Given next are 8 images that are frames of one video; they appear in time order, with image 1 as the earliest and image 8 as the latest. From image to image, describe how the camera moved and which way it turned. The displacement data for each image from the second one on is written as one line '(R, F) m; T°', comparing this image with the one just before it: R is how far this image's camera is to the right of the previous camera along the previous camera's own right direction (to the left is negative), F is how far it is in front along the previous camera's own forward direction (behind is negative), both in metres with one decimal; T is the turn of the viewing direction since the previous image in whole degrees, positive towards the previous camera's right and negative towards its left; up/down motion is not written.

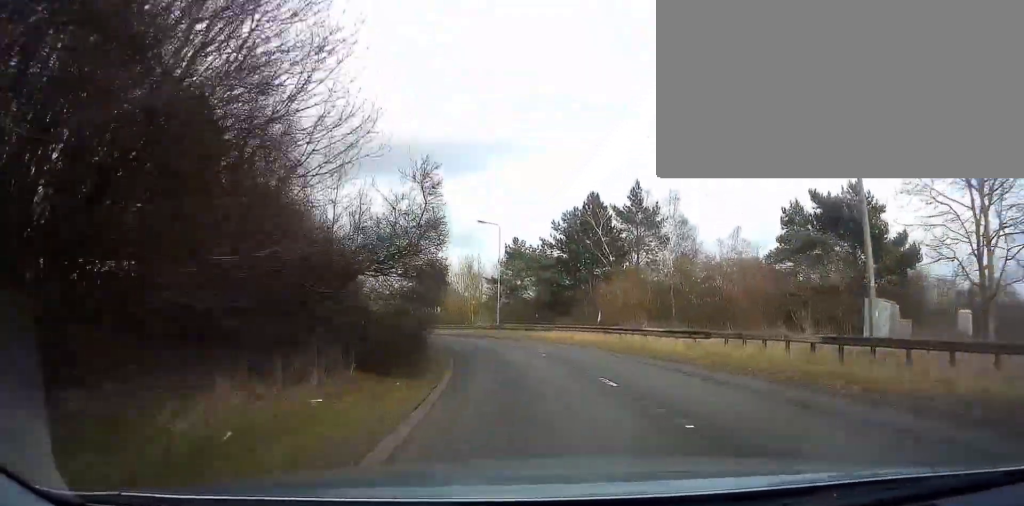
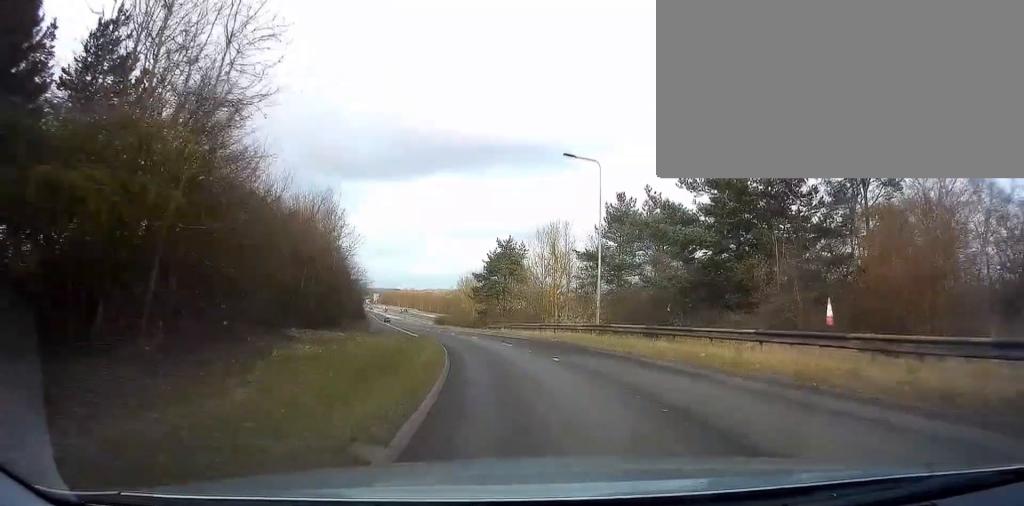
(-1.0, +18.5) m; -9°
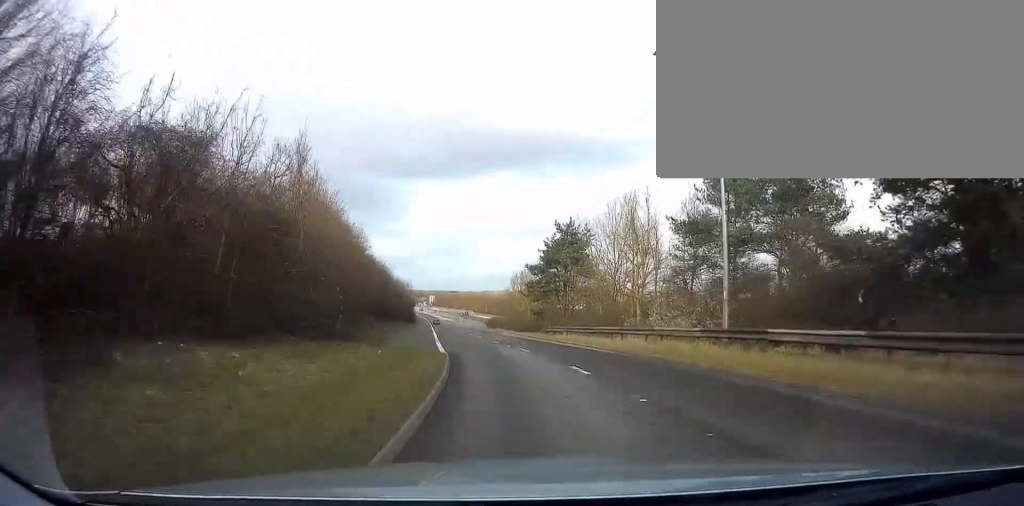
(-0.7, +10.6) m; -5°
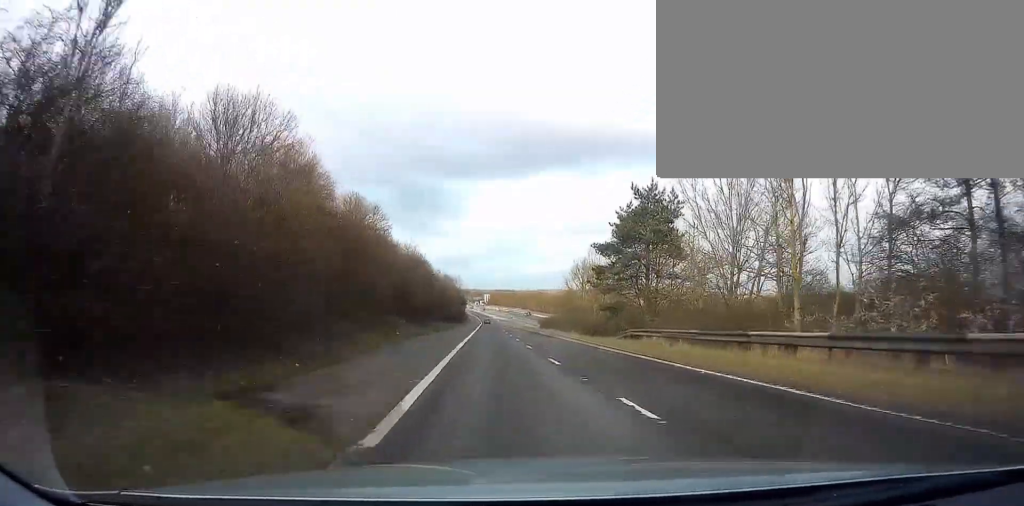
(-0.5, +12.3) m; -5°
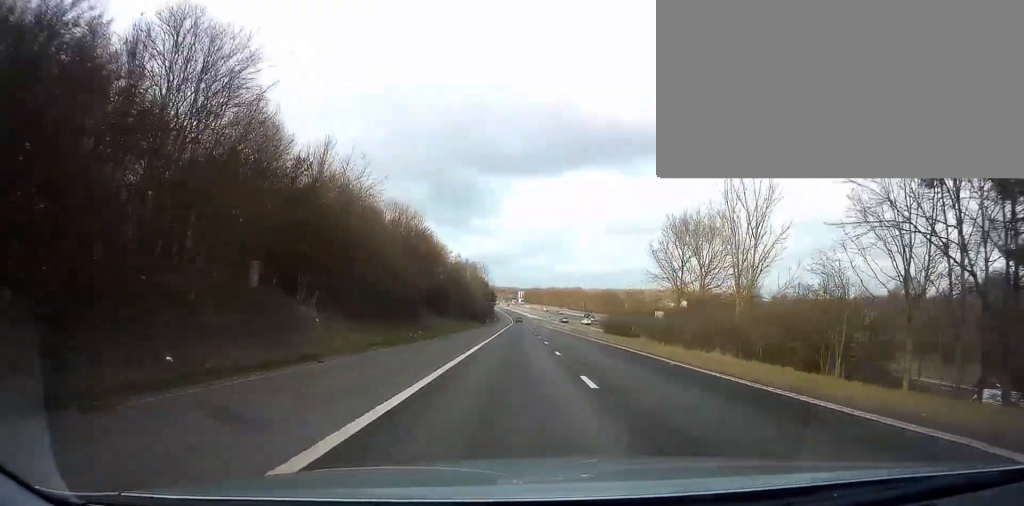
(-2.2, +26.4) m; -6°
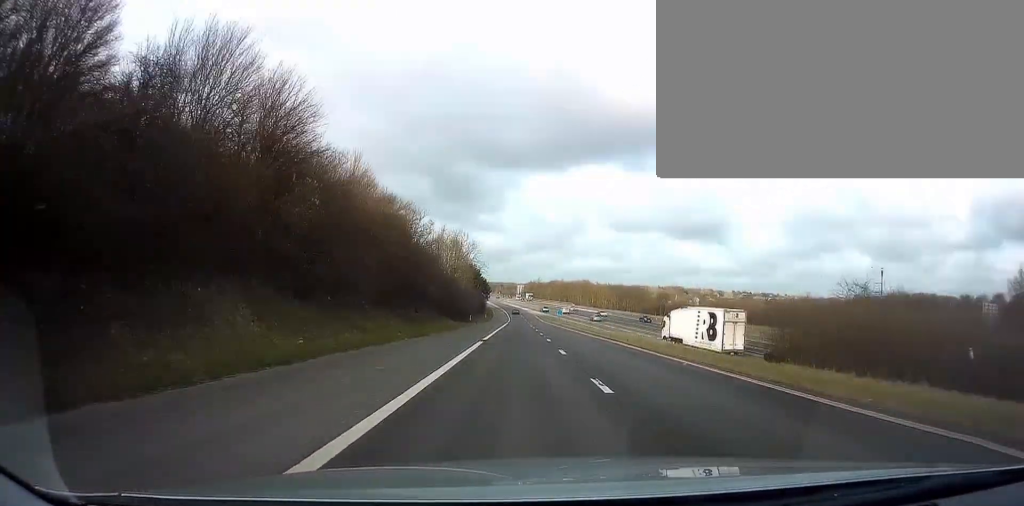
(-0.8, +31.5) m; -2°
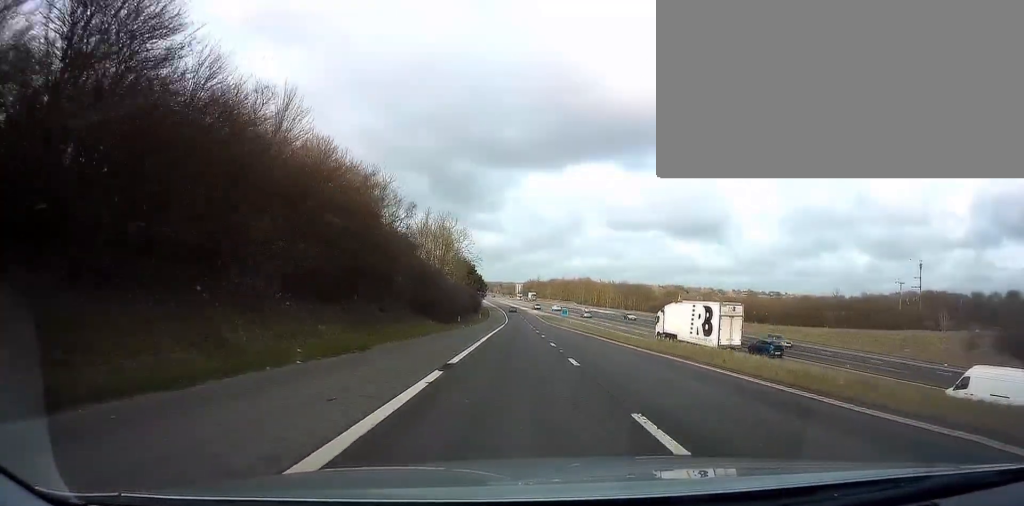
(+0.1, +11.5) m; 0°
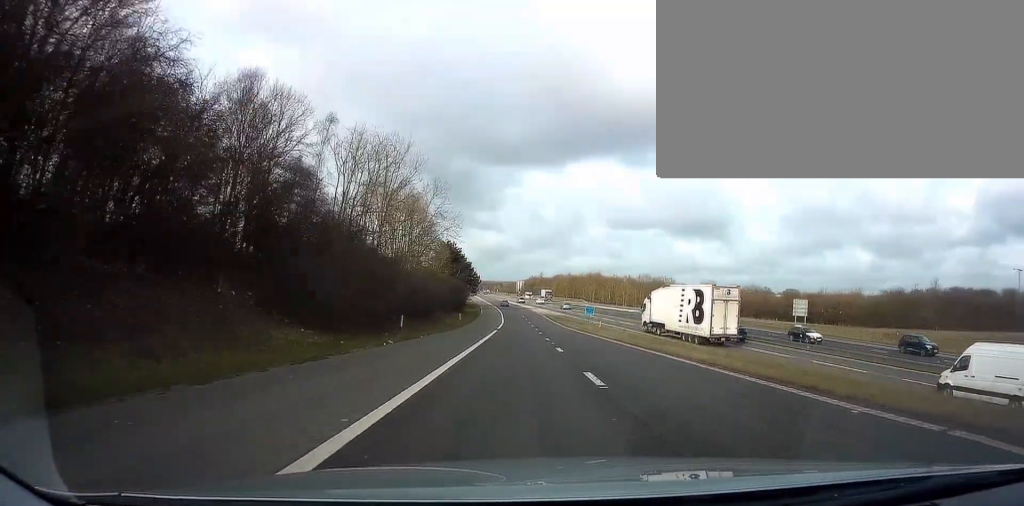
(-0.3, +29.0) m; -1°
